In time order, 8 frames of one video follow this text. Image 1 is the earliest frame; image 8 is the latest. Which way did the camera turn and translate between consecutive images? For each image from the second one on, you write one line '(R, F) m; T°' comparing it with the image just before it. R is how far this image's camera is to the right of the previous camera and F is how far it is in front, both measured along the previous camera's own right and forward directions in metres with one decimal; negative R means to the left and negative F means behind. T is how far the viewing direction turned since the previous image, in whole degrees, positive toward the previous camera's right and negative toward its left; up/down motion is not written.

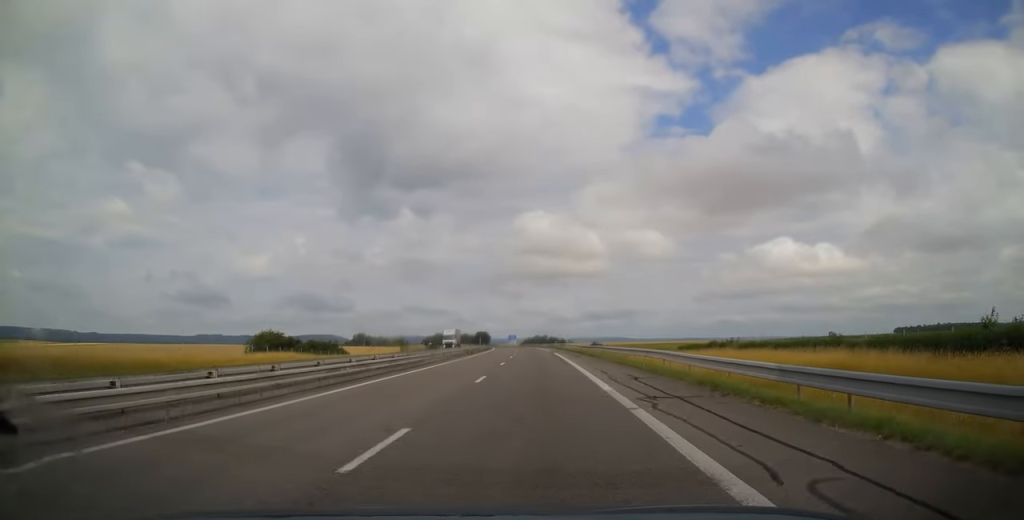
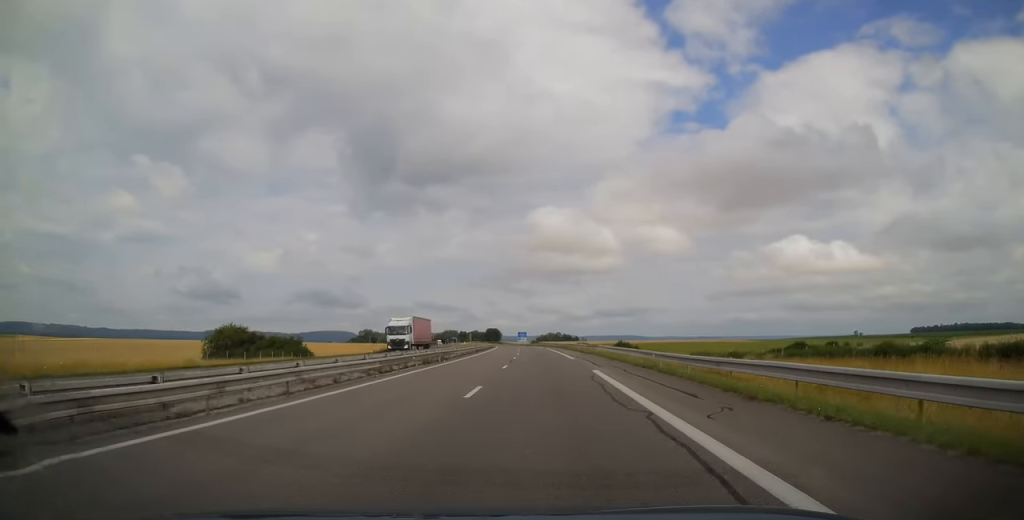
(0.0, +31.3) m; -1°
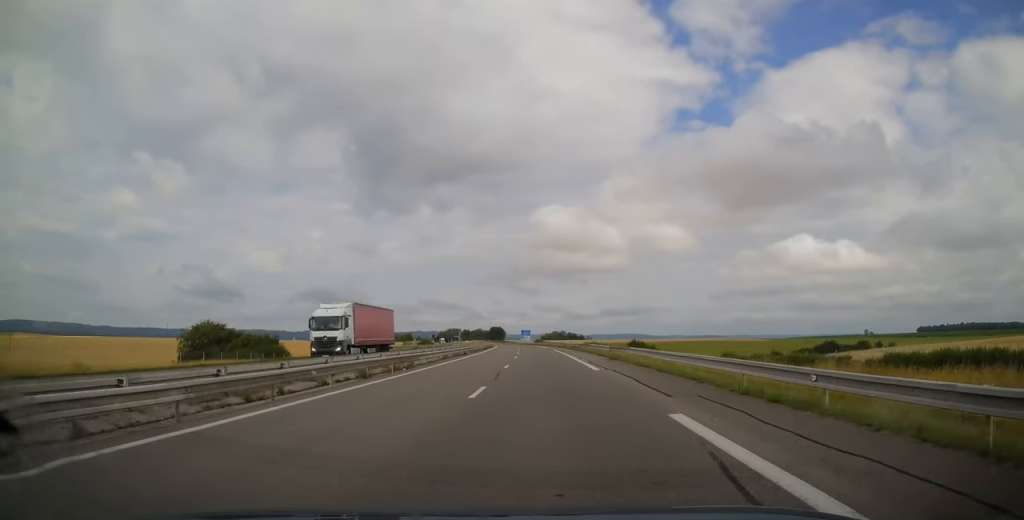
(+0.1, +13.4) m; -1°
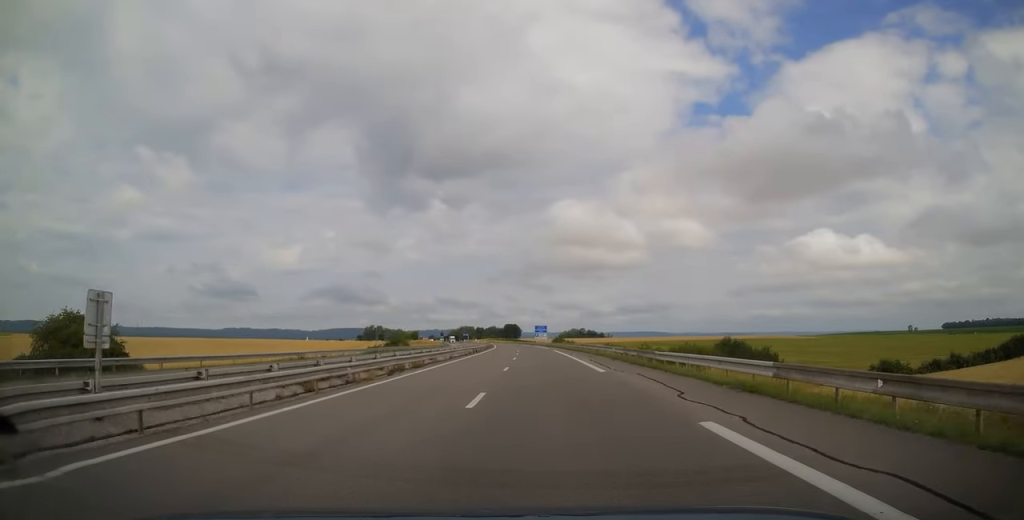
(-1.0, +53.3) m; -1°
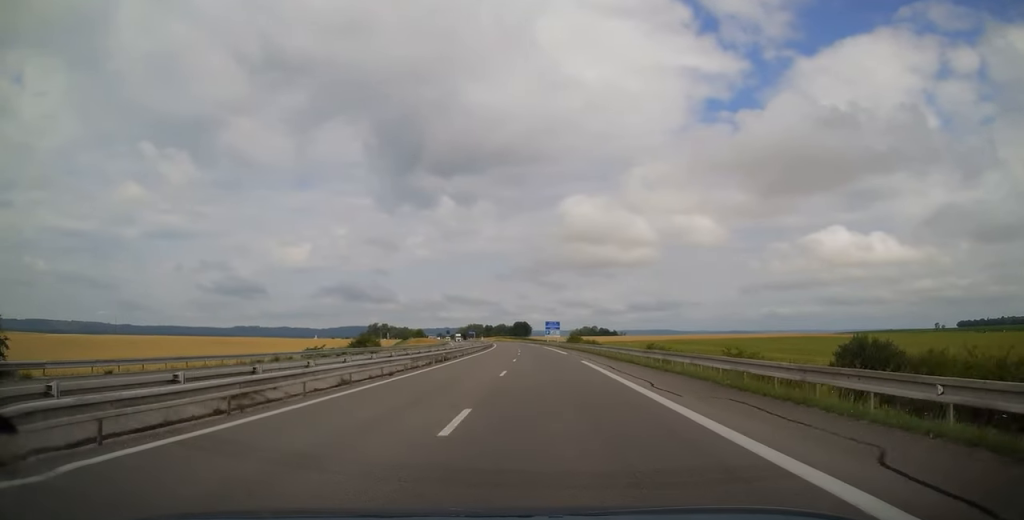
(-0.1, +29.1) m; -1°
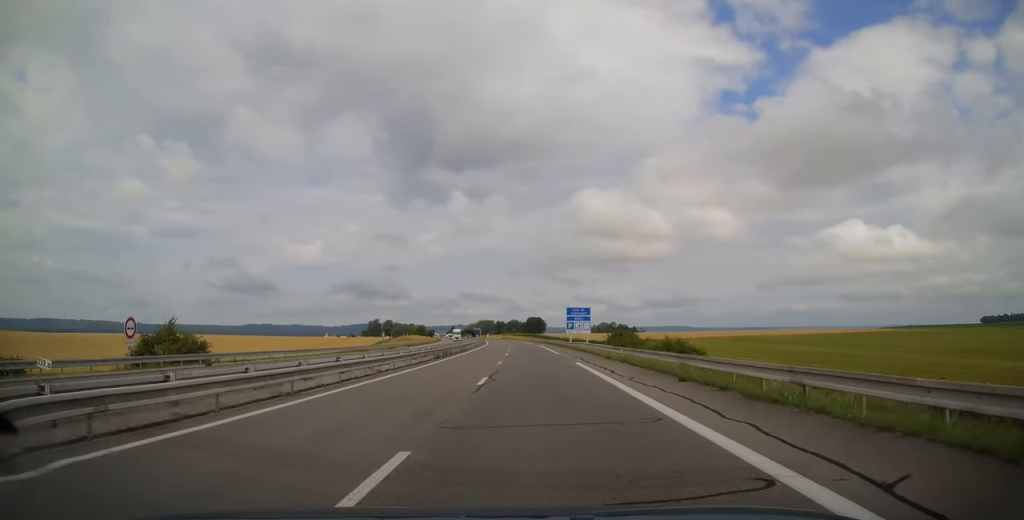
(-0.9, +55.9) m; -2°
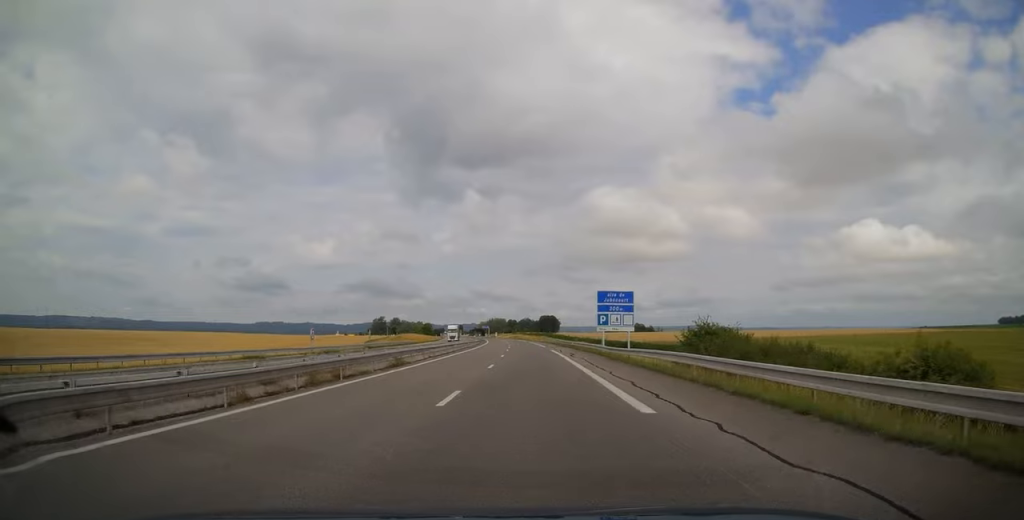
(-0.5, +31.2) m; -1°
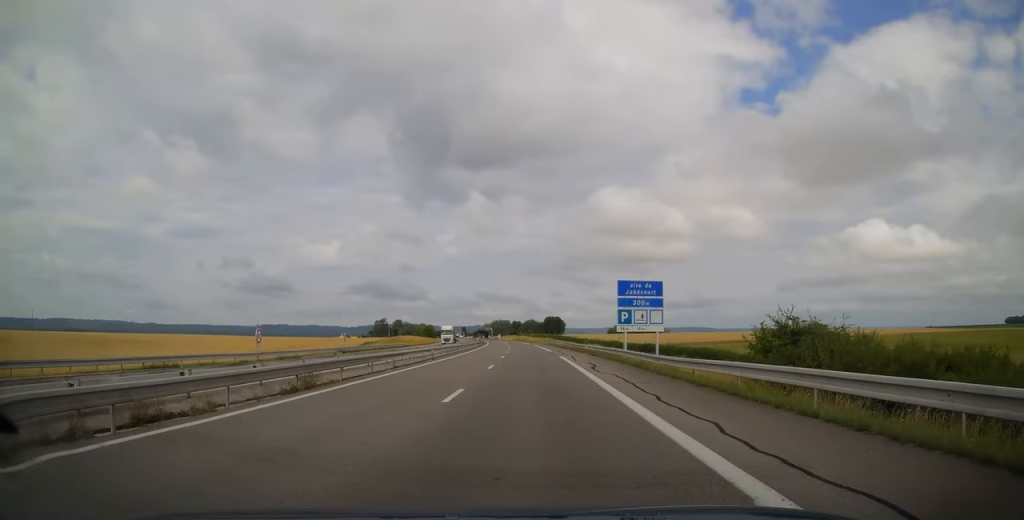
(-0.1, +11.9) m; 0°
